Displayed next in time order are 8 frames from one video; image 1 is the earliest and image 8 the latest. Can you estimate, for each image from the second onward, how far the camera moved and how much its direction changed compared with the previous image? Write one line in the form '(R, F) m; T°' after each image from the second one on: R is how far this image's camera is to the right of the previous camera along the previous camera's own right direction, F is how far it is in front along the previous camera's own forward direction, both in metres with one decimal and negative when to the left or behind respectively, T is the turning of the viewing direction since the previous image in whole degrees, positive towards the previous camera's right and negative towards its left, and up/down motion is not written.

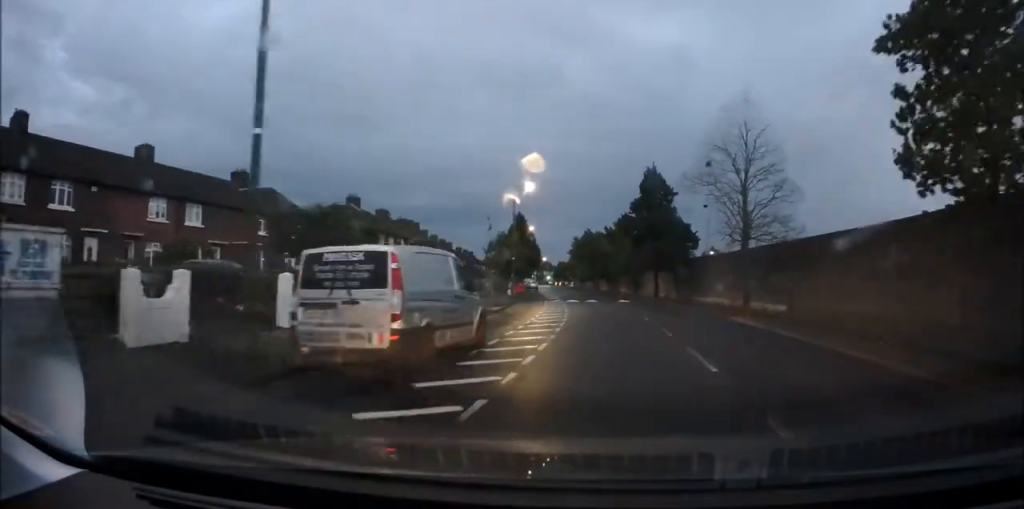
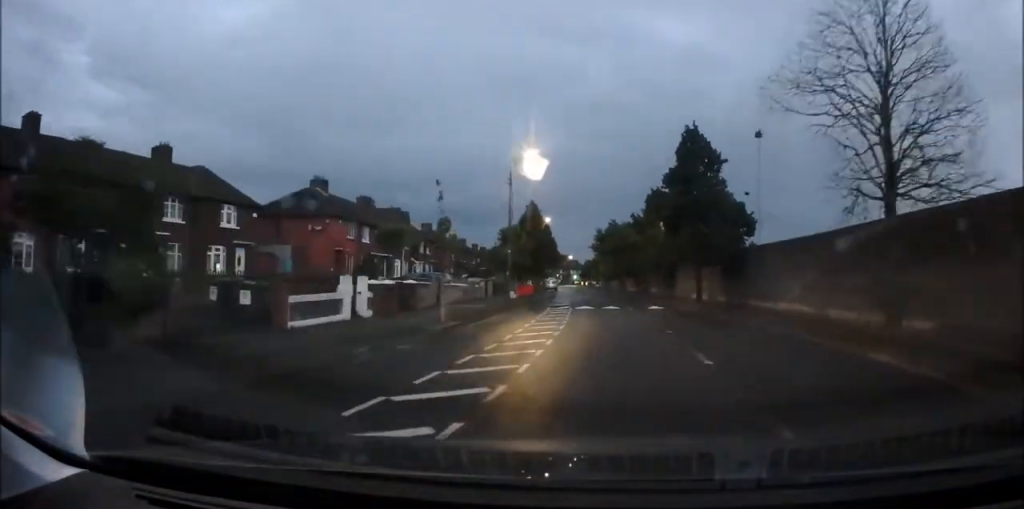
(+0.1, +10.8) m; -2°
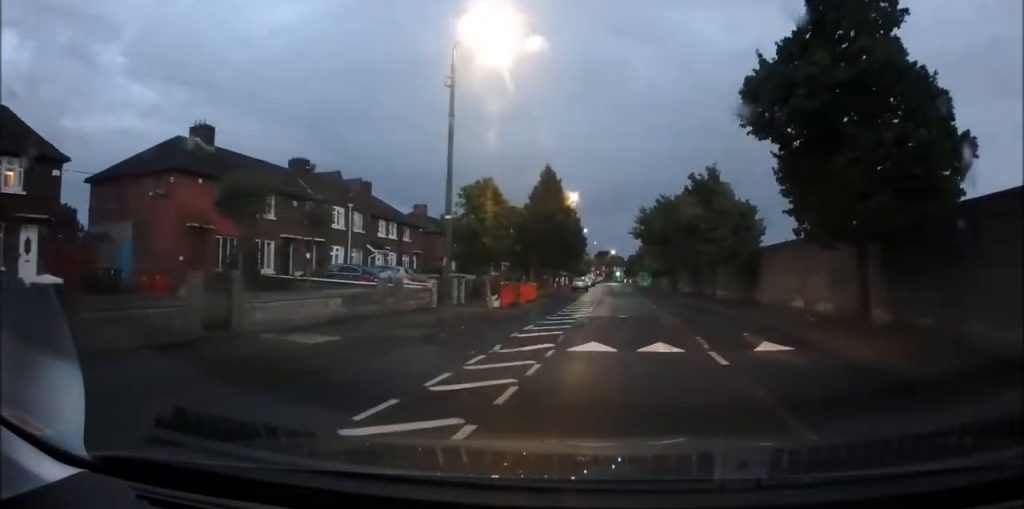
(-0.4, +16.4) m; -2°
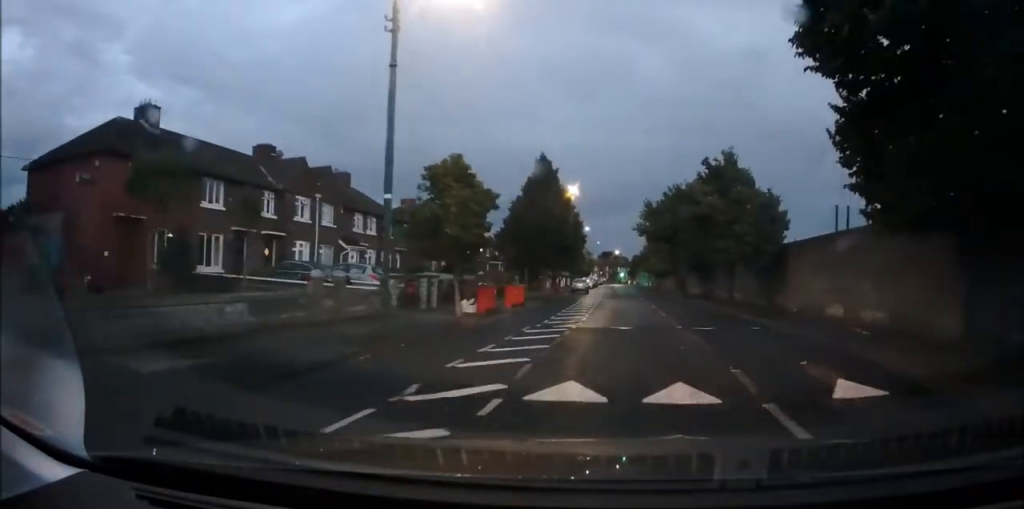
(0.0, +4.2) m; -1°
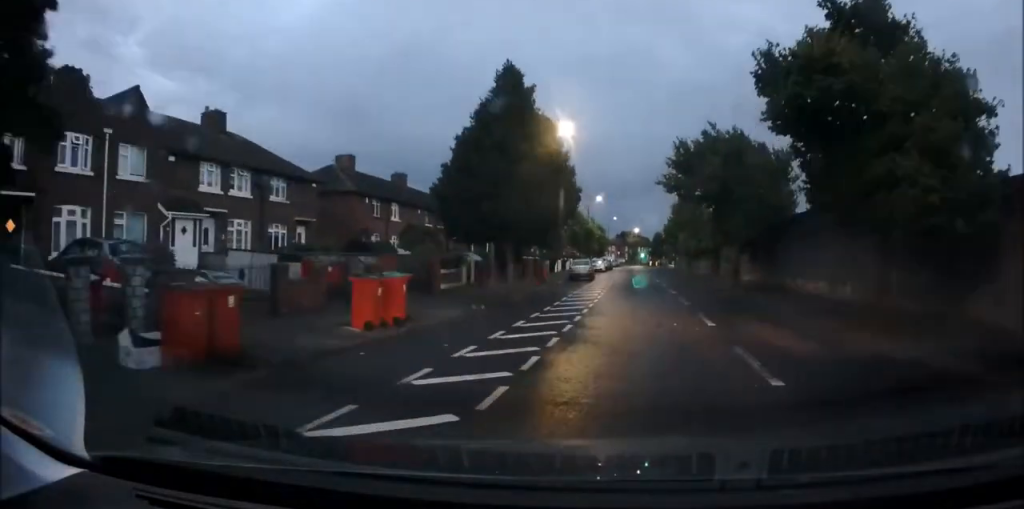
(-0.6, +16.5) m; -2°
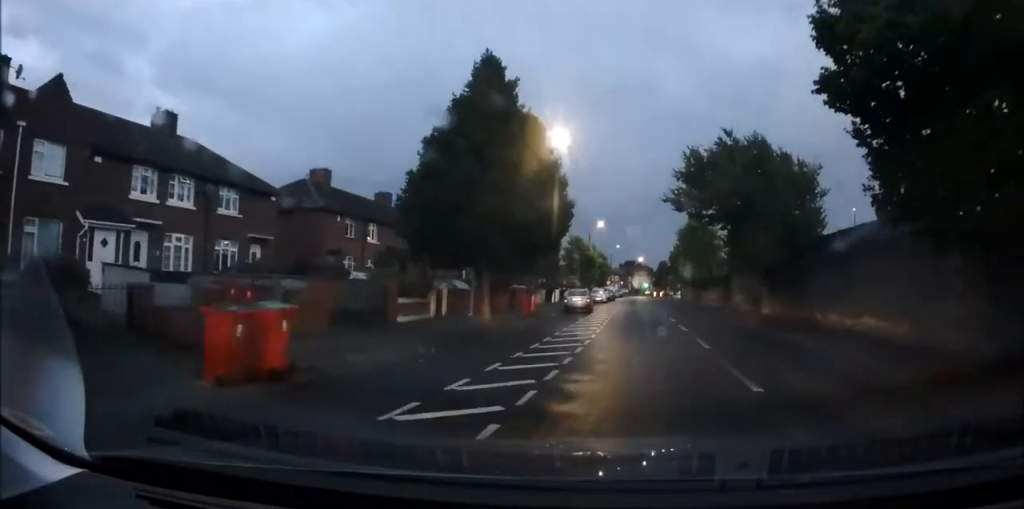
(-0.1, +4.5) m; 0°
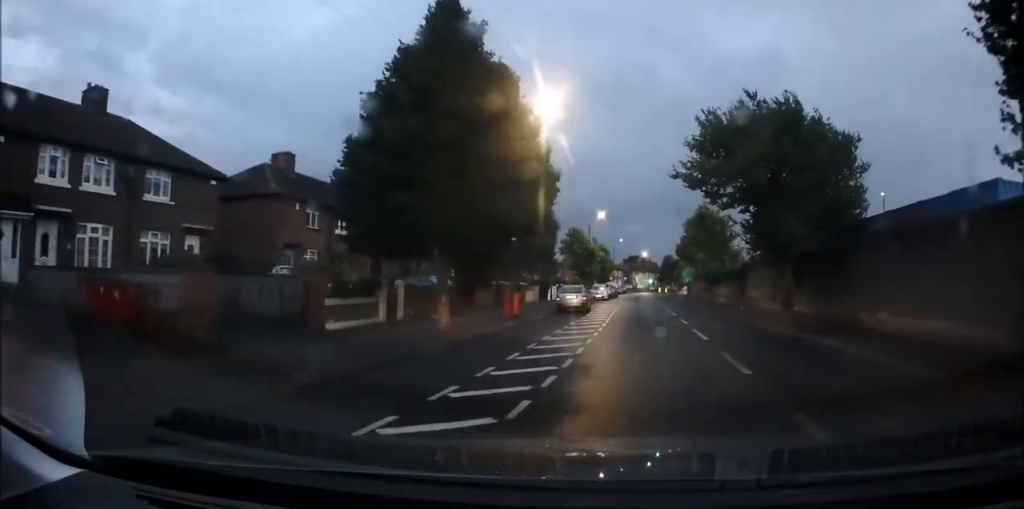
(0.0, +4.7) m; +1°
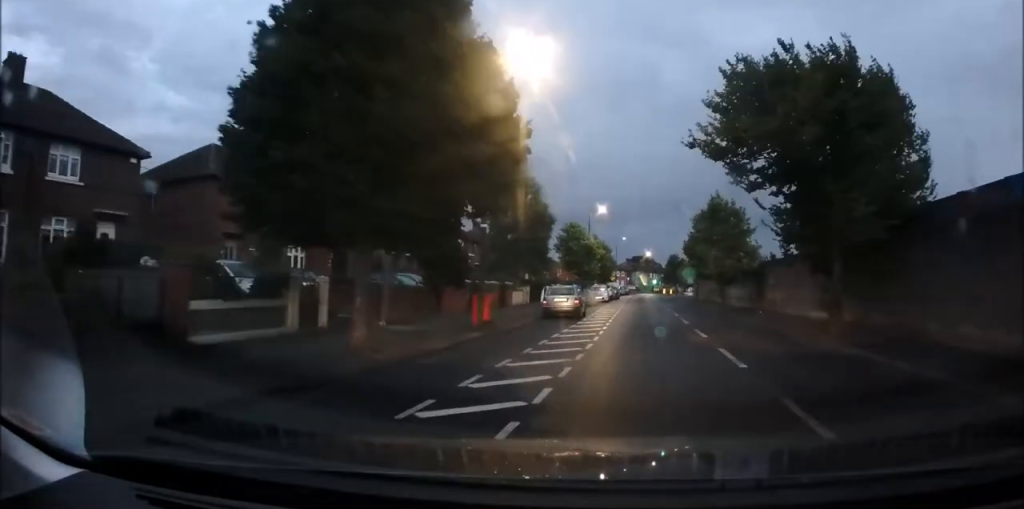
(0.0, +5.1) m; 0°
